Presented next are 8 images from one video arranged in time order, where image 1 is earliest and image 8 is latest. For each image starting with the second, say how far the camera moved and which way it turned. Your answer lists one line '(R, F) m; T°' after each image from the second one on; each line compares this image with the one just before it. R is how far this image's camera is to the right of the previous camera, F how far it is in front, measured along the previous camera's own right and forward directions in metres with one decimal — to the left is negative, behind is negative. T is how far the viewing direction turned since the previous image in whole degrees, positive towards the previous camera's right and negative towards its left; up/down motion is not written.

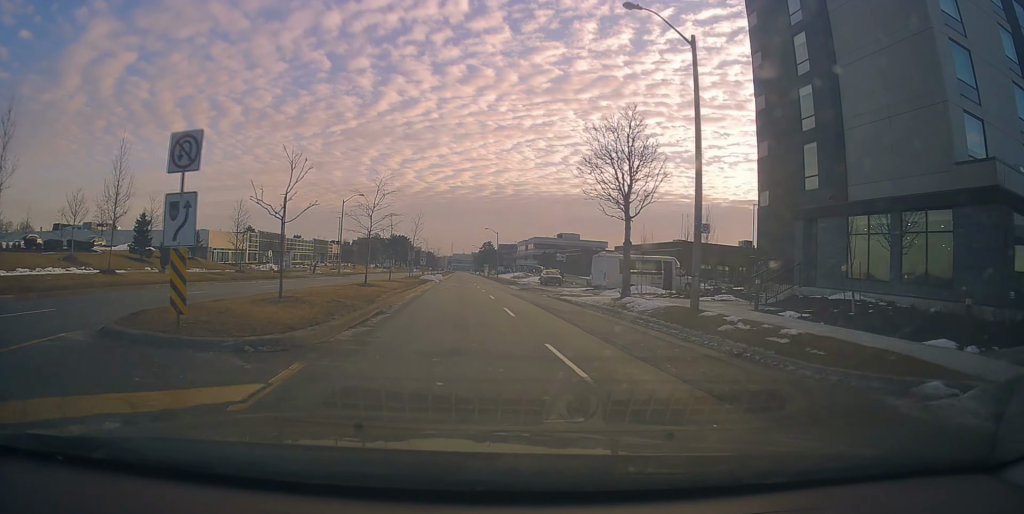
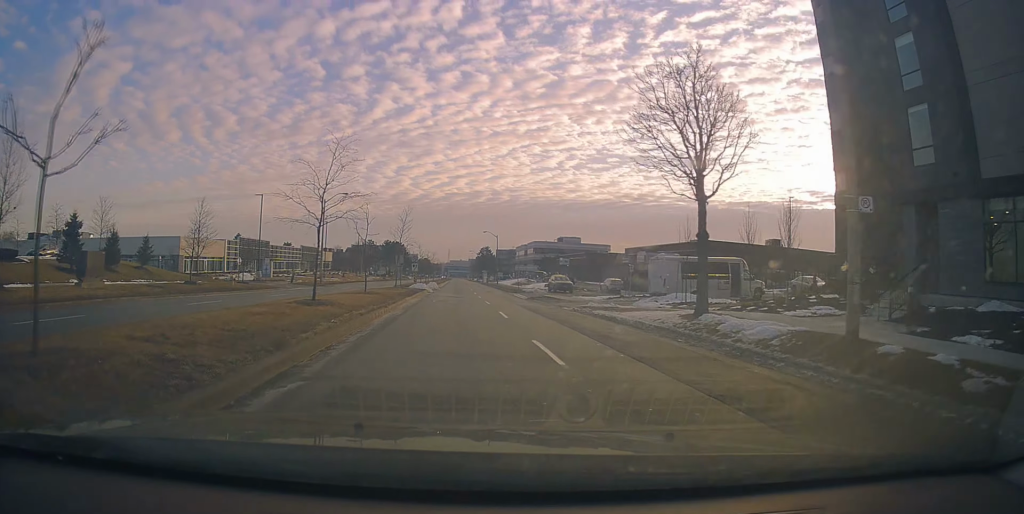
(0.0, +7.8) m; -1°
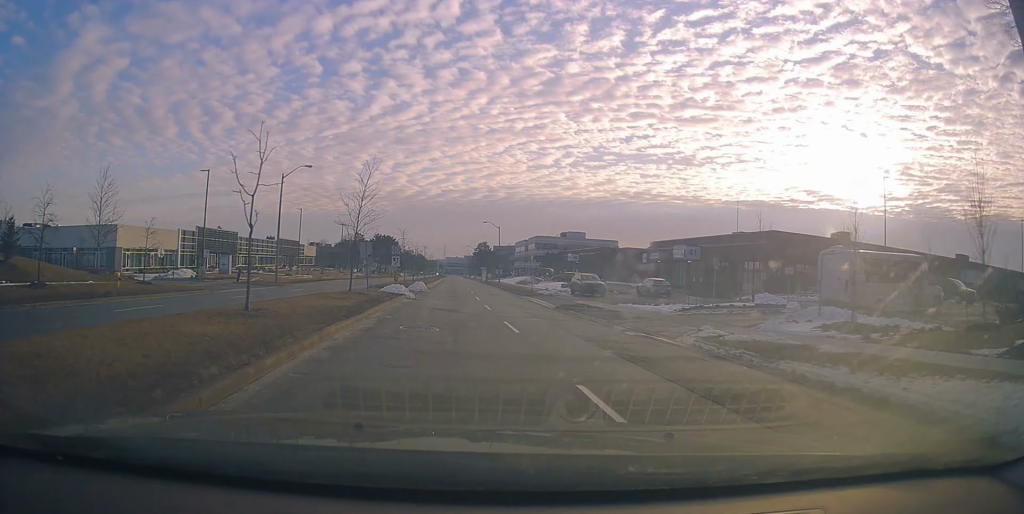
(-0.2, +13.9) m; +1°
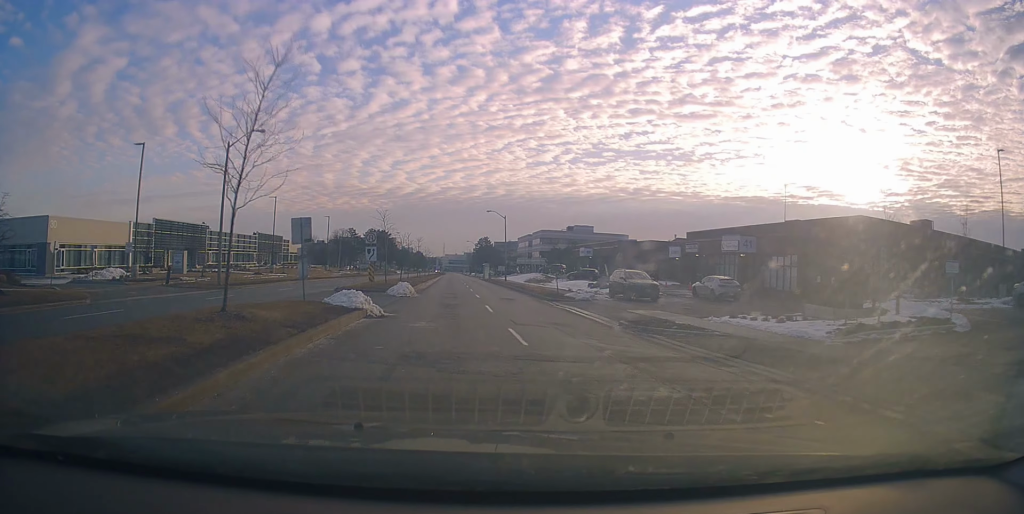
(+0.3, +11.6) m; +2°
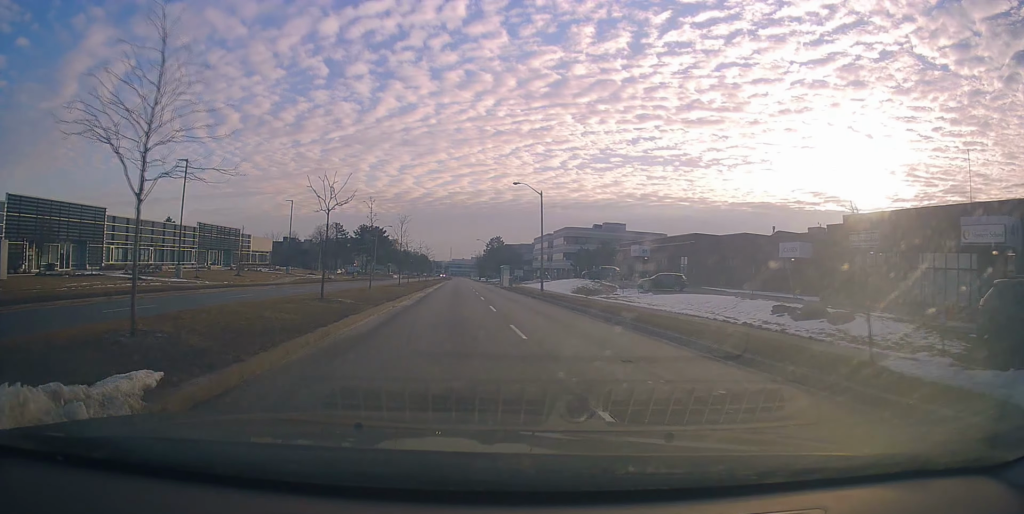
(+0.6, +26.6) m; +1°
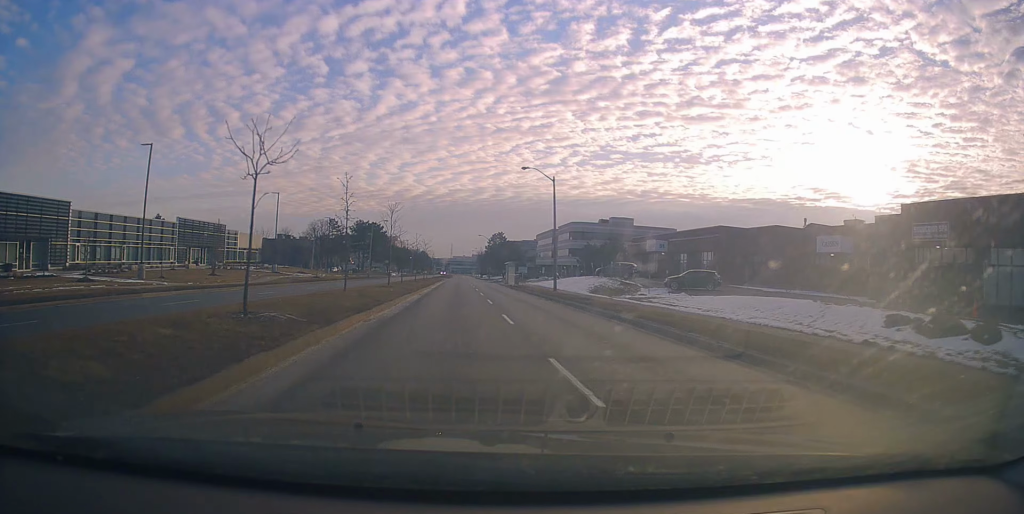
(+0.2, +6.0) m; 0°
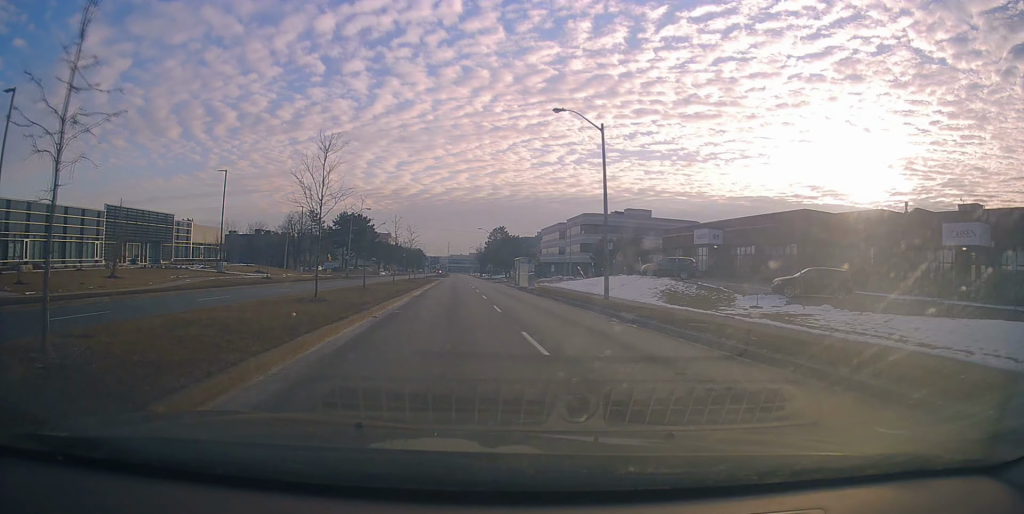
(-0.4, +15.3) m; -2°
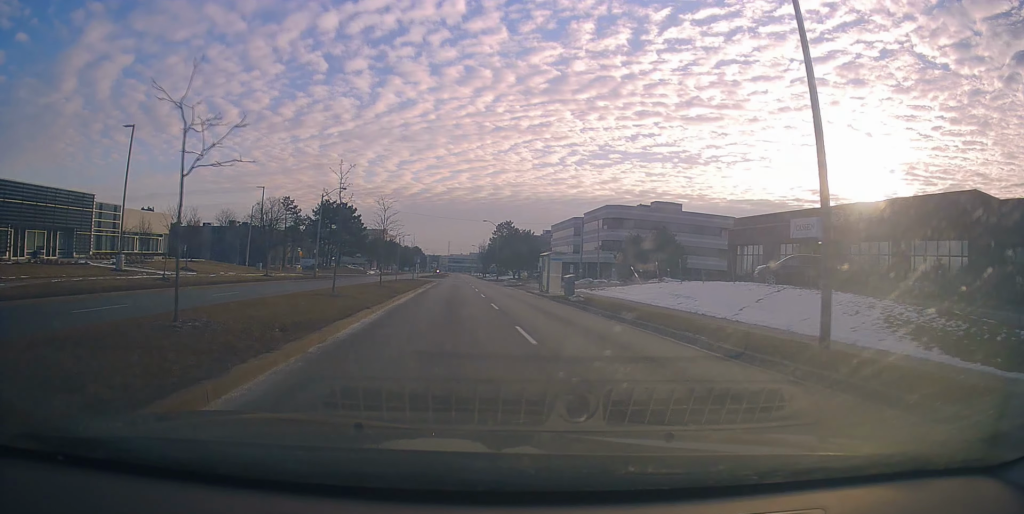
(+0.2, +17.3) m; +2°
